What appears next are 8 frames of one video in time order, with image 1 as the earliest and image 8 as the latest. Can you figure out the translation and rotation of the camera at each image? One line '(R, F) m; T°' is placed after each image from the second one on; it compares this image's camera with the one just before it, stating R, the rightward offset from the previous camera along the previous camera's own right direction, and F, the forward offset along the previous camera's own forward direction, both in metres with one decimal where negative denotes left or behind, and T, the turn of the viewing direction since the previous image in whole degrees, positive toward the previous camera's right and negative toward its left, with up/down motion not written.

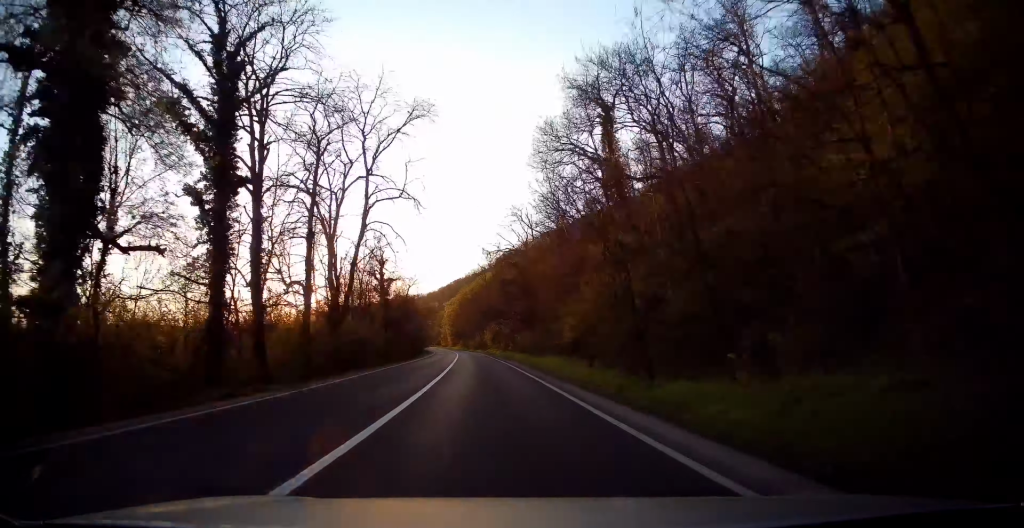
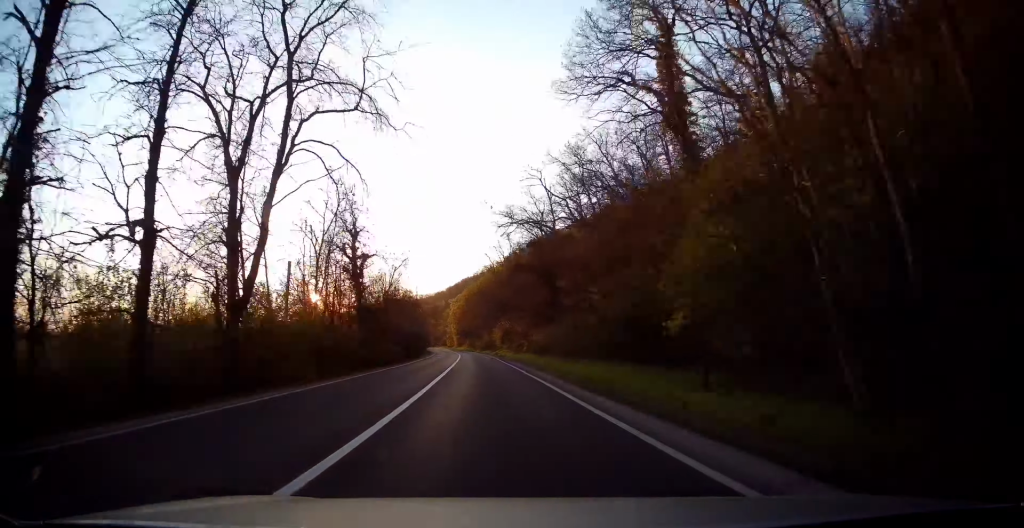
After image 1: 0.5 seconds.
(0.0, +14.7) m; 0°
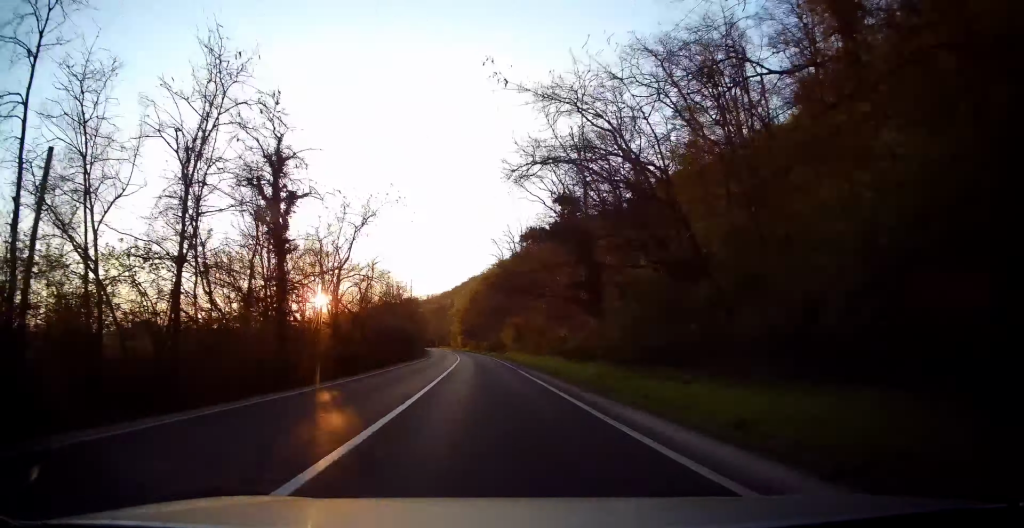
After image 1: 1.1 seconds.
(0.0, +16.7) m; -1°
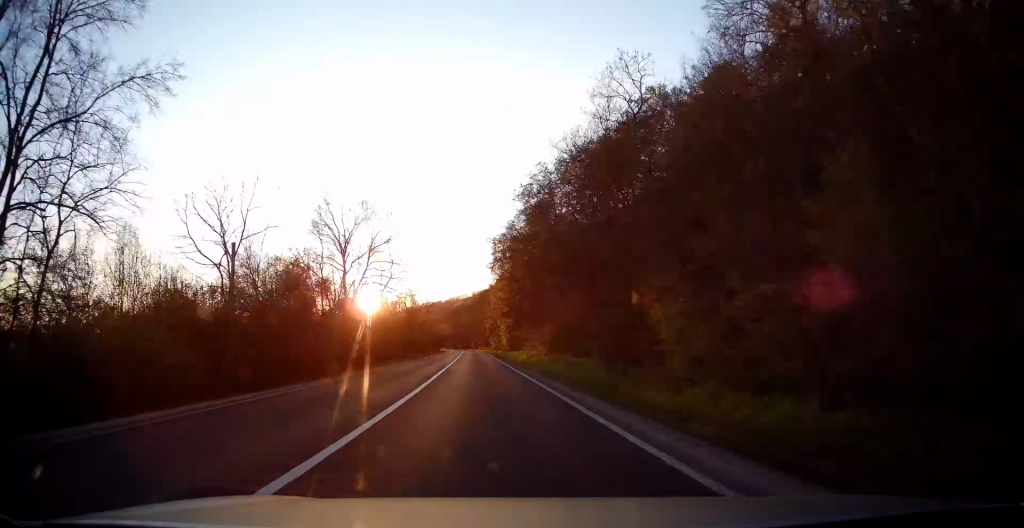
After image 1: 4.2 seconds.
(-5.5, +93.4) m; -7°
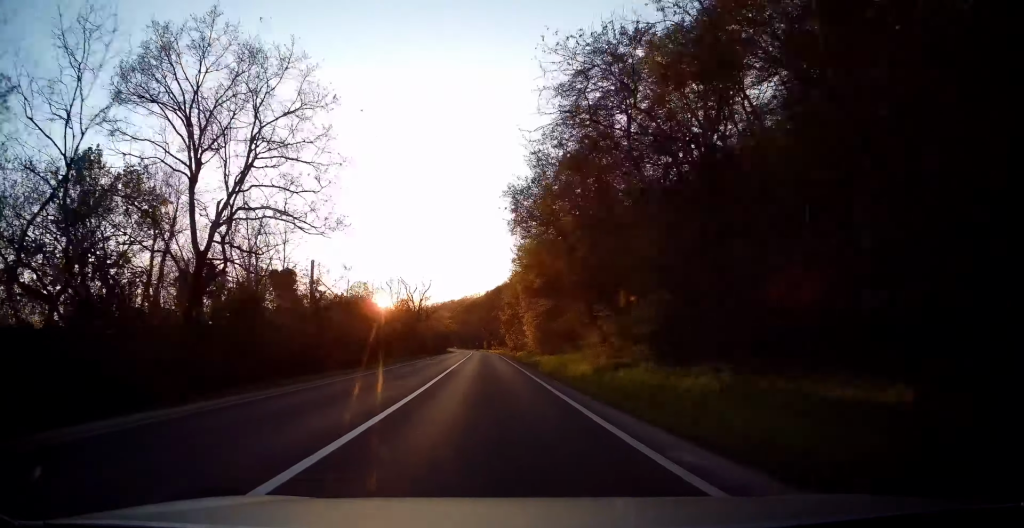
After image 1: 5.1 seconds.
(-0.3, +25.0) m; -1°
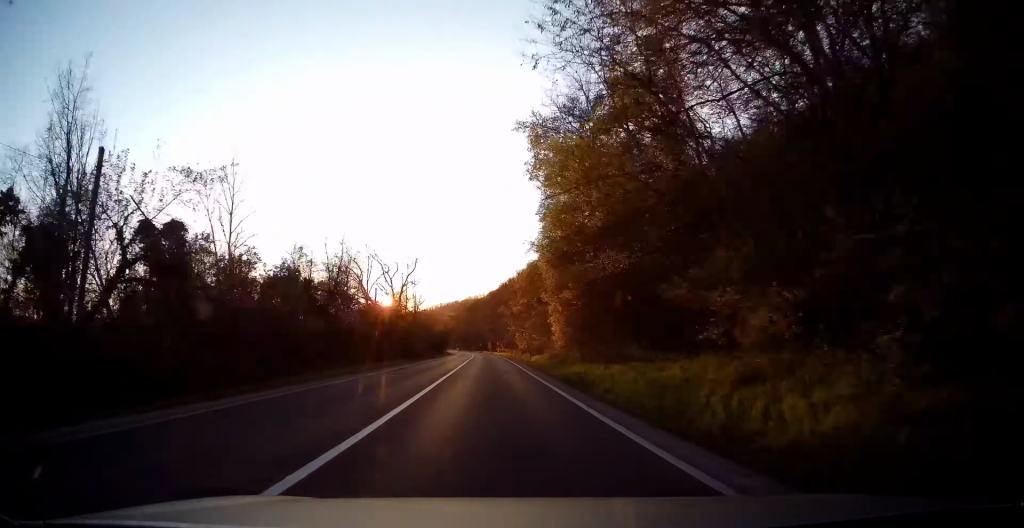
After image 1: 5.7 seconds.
(-0.1, +18.3) m; -1°
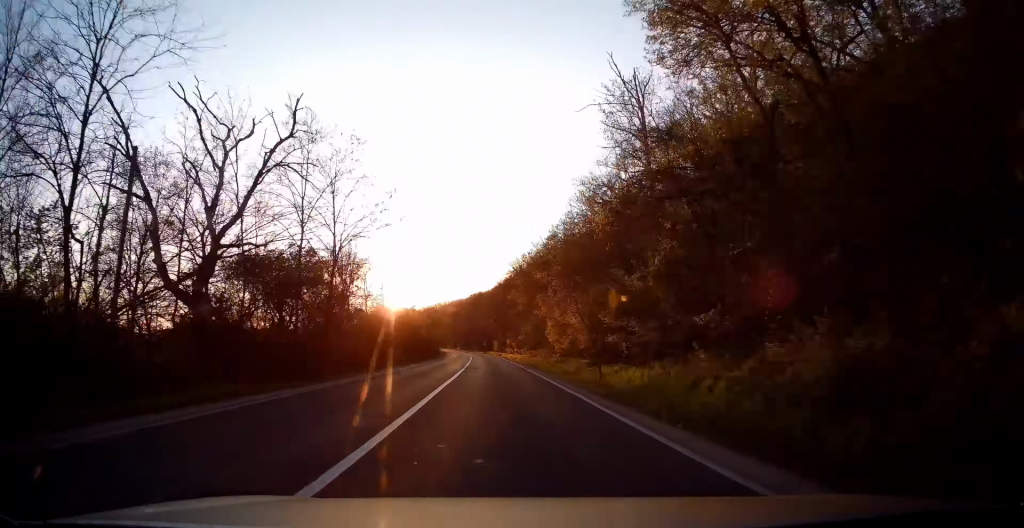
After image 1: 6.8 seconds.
(-0.4, +34.6) m; 0°
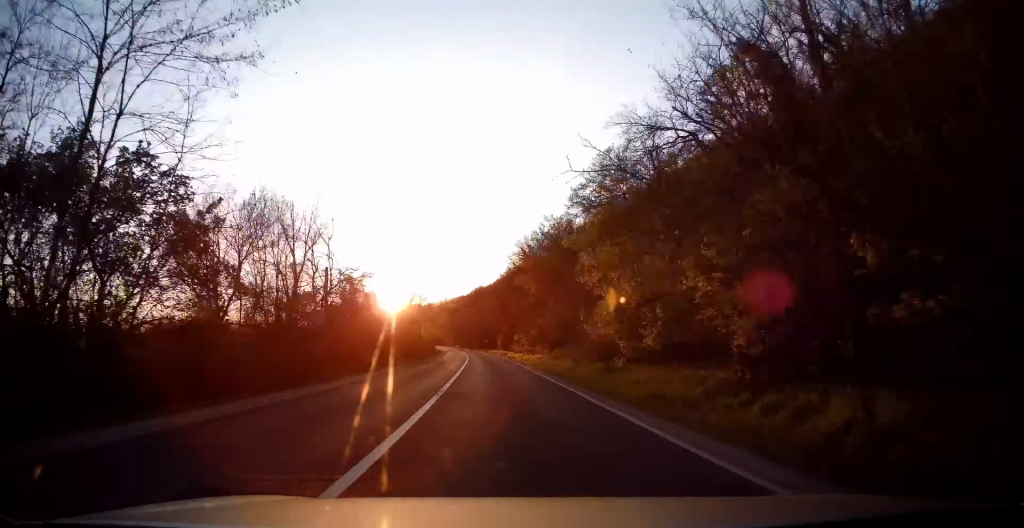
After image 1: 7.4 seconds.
(+0.2, +18.4) m; 0°
